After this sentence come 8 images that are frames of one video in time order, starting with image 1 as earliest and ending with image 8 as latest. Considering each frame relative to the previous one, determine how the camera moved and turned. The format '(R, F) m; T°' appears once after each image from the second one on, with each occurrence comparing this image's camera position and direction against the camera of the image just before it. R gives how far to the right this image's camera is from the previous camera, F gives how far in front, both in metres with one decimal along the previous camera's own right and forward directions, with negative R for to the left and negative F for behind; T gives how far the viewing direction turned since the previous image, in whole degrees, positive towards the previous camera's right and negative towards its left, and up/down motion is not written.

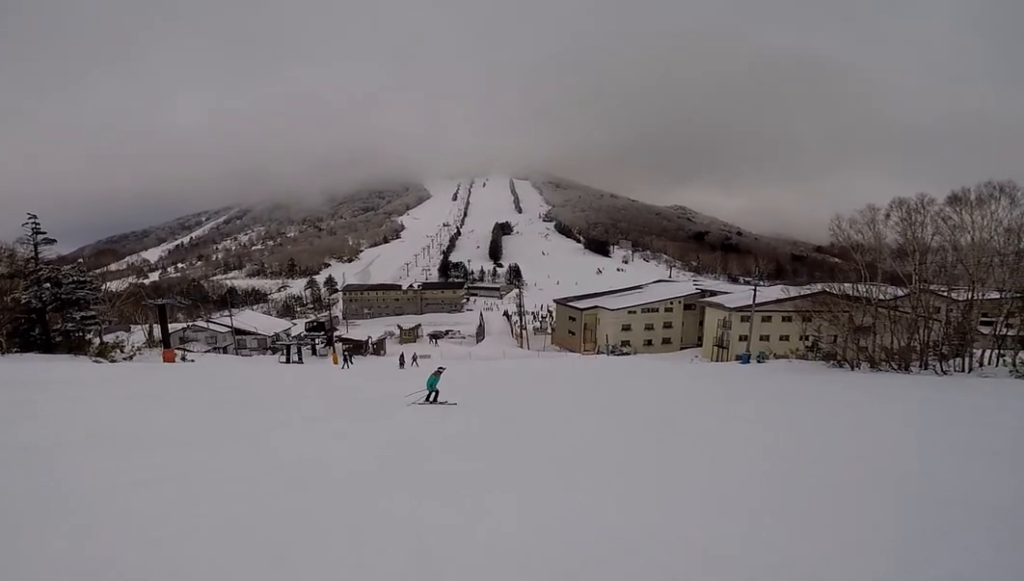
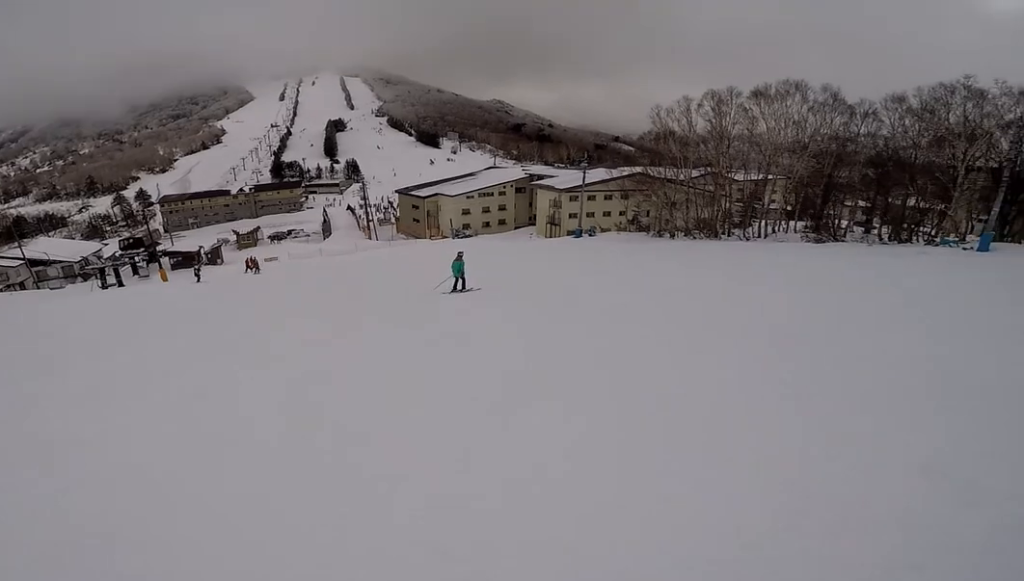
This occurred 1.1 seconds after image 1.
(+0.5, +3.7) m; +20°
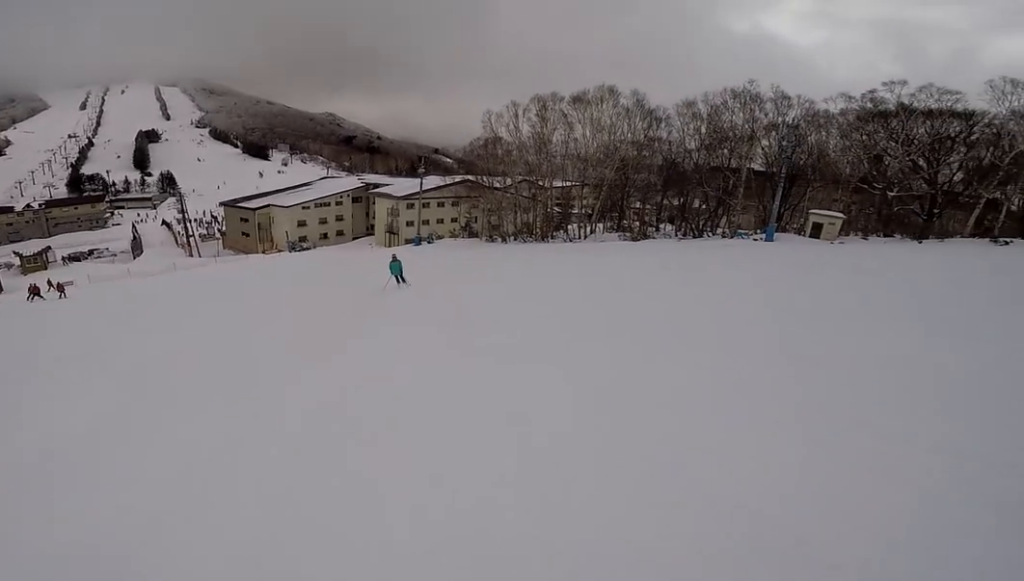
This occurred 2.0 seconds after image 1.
(+0.6, +3.1) m; +21°
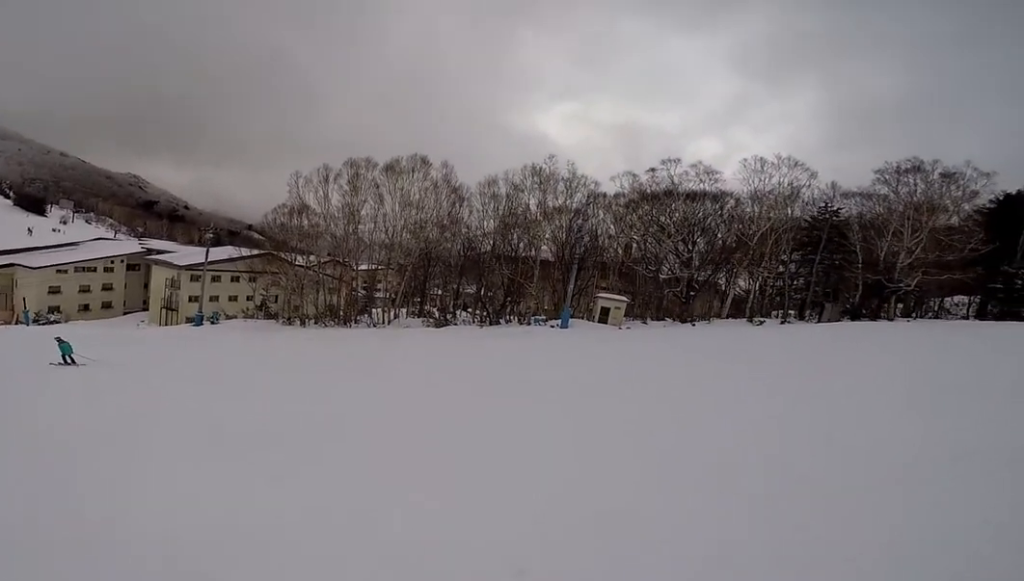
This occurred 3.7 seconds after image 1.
(+1.3, +5.6) m; +15°
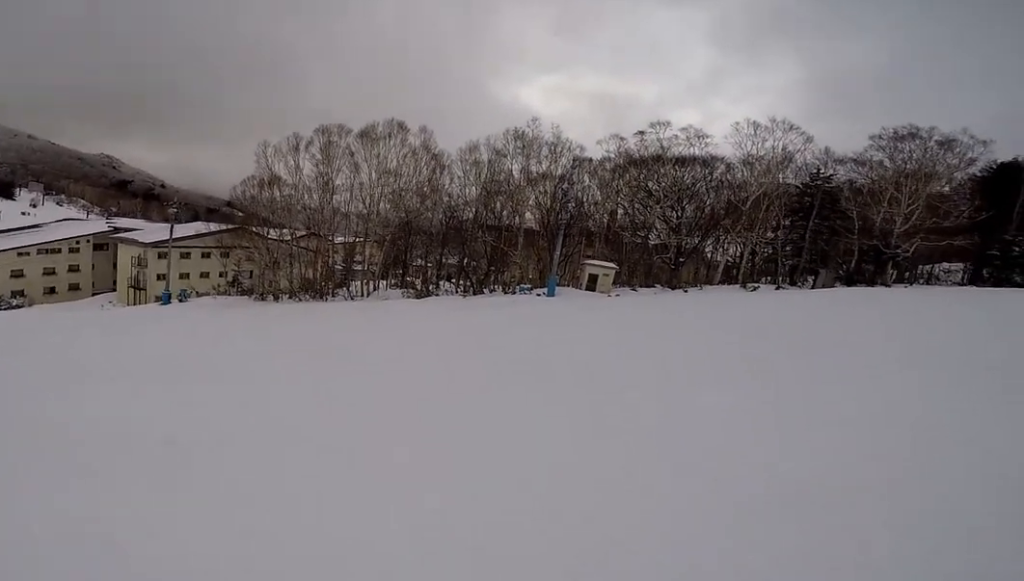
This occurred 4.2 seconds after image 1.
(0.0, +1.7) m; -2°
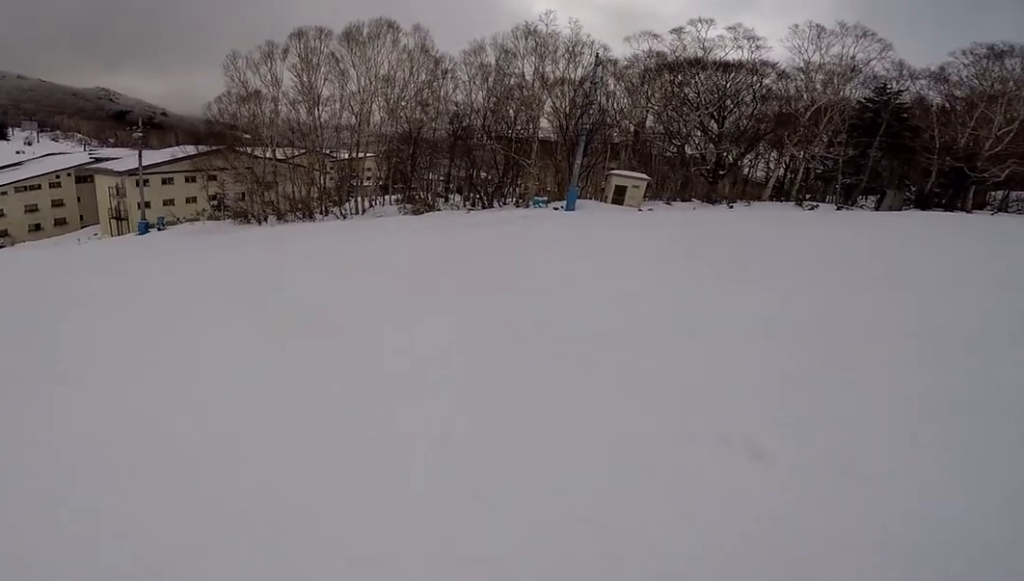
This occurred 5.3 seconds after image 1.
(-0.3, +4.1) m; -24°
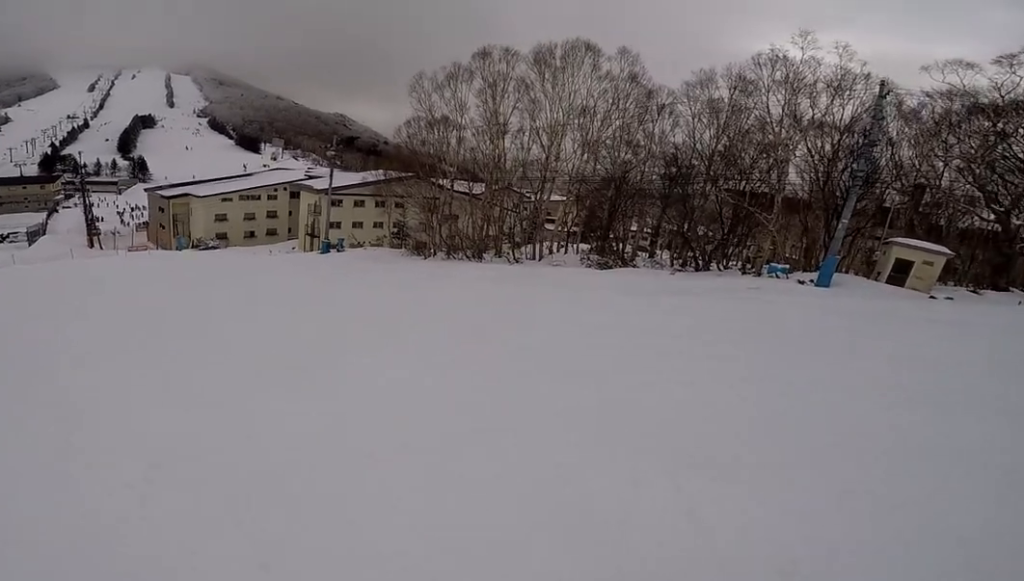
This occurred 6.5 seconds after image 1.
(-1.8, +4.3) m; -48°
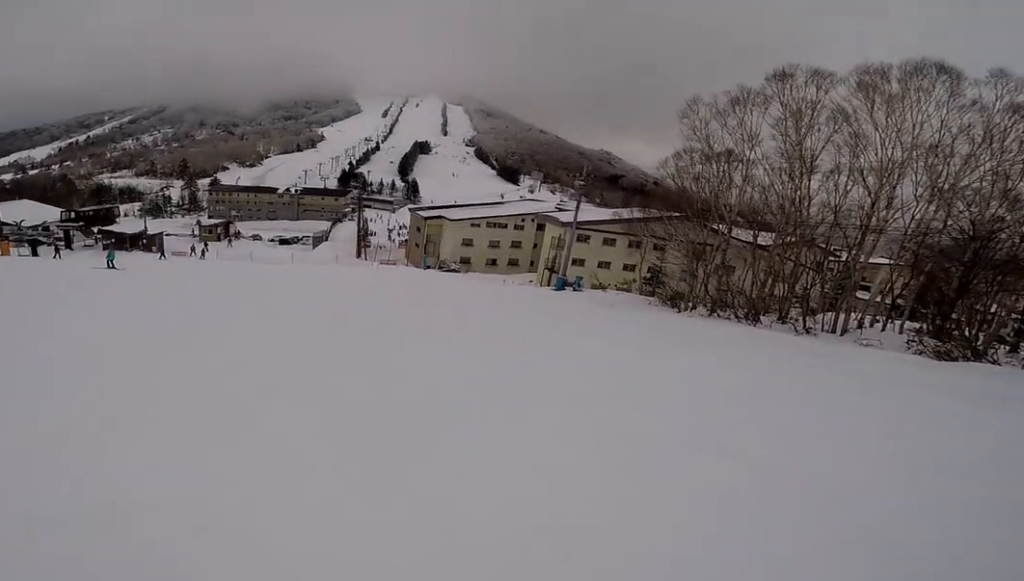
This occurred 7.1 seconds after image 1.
(-0.8, +2.8) m; -12°
